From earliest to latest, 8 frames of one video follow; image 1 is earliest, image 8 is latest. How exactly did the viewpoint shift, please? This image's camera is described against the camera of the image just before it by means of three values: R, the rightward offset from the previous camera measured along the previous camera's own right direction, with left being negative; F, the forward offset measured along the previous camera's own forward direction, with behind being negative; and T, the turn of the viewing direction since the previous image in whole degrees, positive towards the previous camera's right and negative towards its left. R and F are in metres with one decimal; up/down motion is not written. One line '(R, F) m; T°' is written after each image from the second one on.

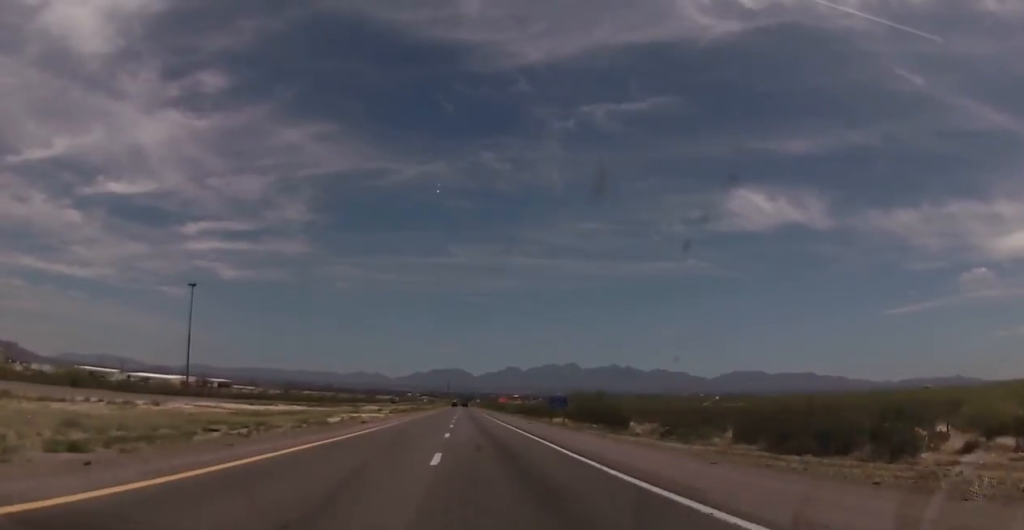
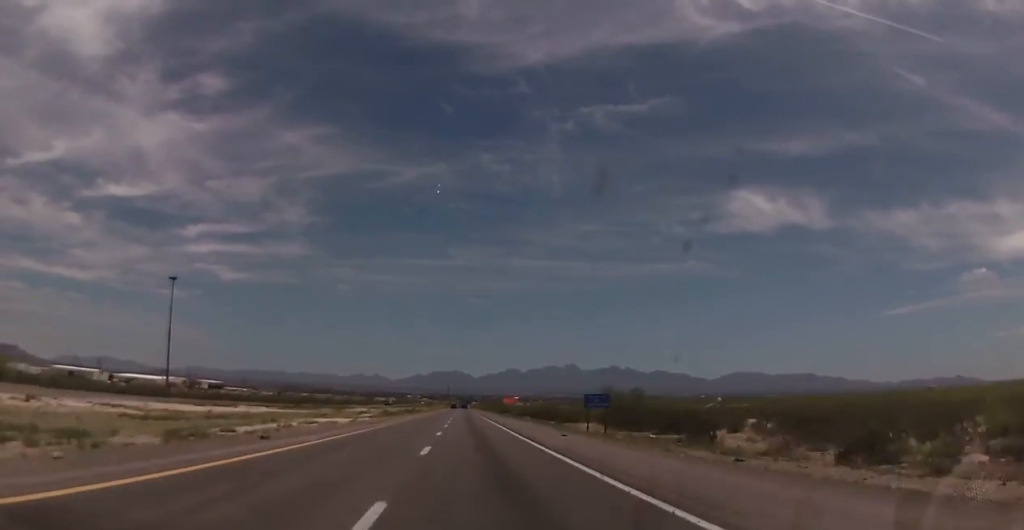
(-0.1, +21.2) m; 0°
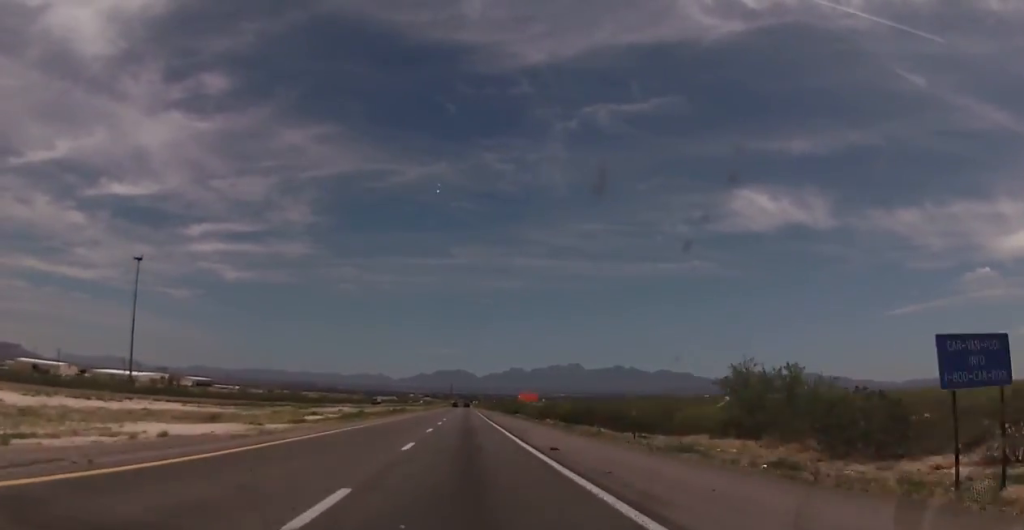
(-0.1, +35.7) m; 0°
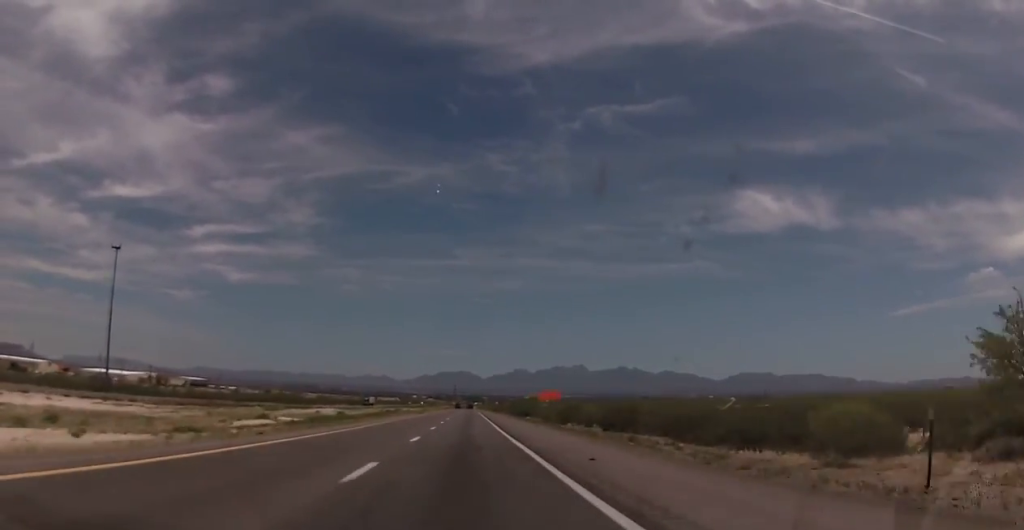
(0.0, +20.1) m; 0°
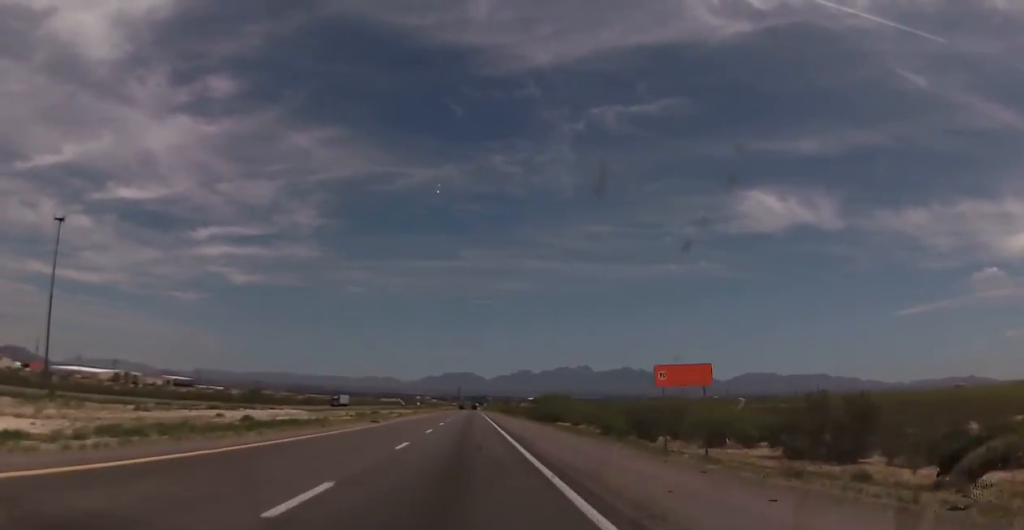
(-0.4, +40.2) m; -1°
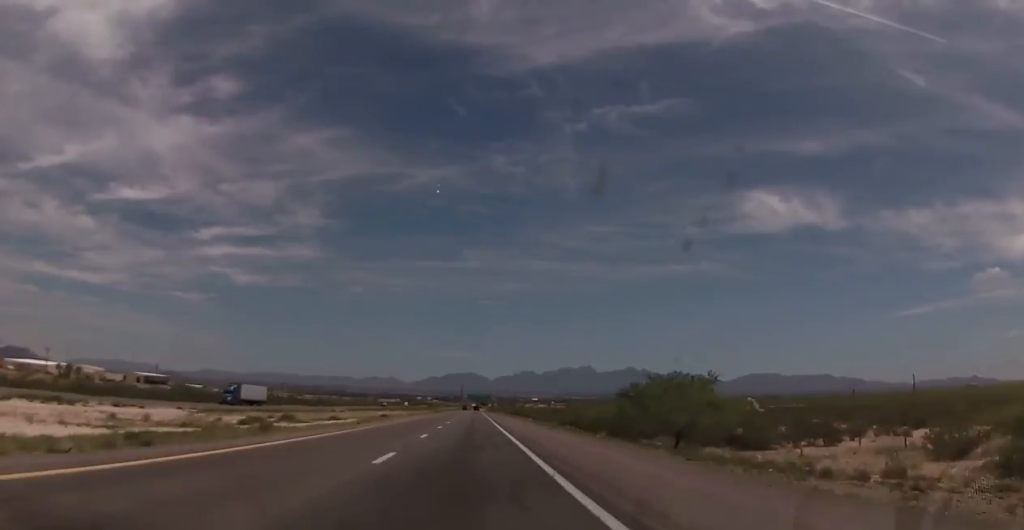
(-0.2, +53.5) m; 0°
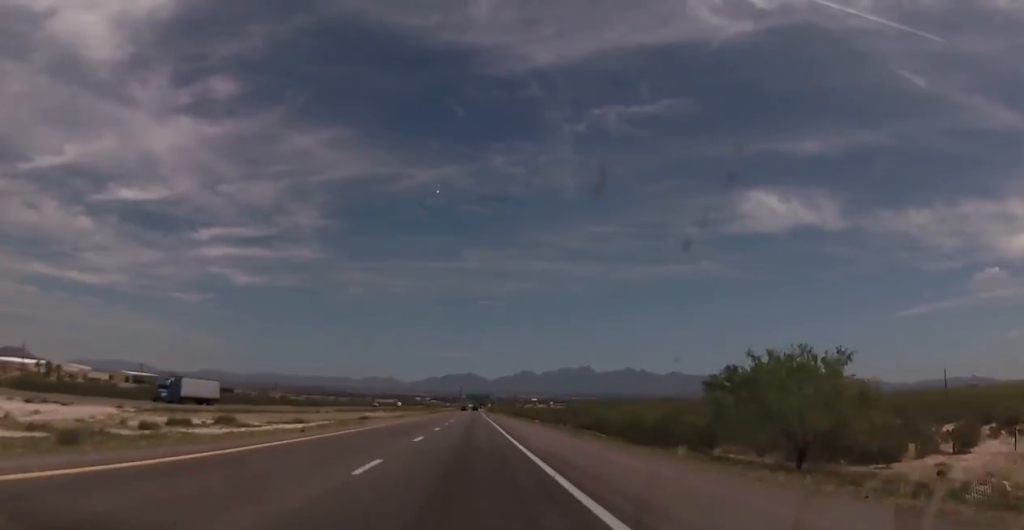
(+0.1, +14.4) m; 0°
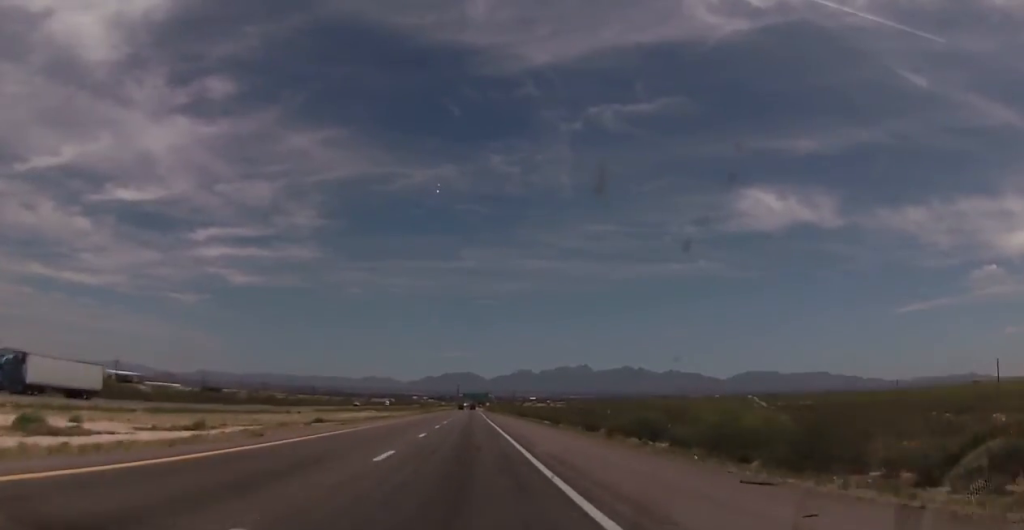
(0.0, +21.1) m; 0°
